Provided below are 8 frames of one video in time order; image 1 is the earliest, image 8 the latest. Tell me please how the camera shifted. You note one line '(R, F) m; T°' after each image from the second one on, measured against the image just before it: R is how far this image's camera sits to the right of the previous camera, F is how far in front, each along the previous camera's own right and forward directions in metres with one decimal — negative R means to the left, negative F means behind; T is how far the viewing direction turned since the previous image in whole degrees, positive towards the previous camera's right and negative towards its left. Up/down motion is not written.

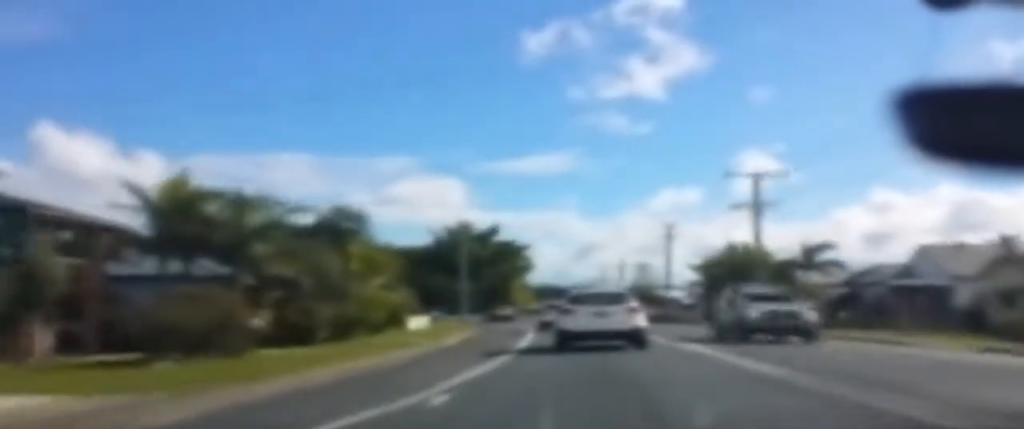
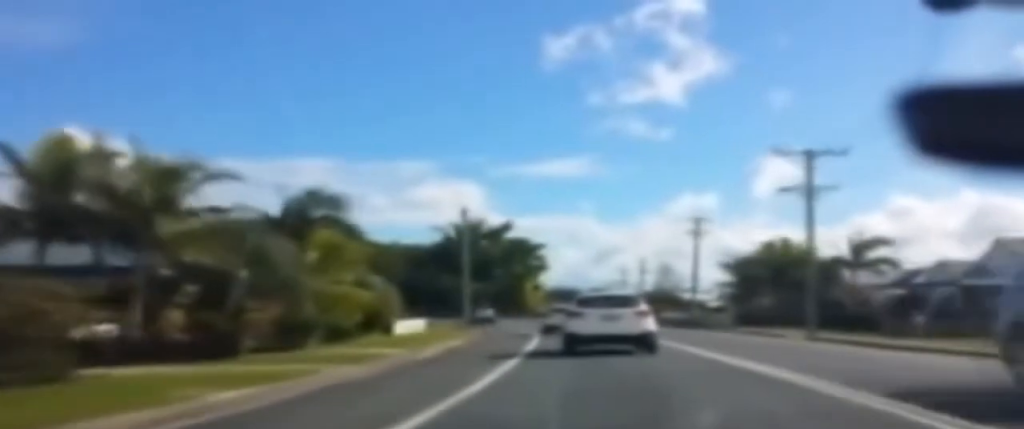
(+0.1, +8.6) m; 0°
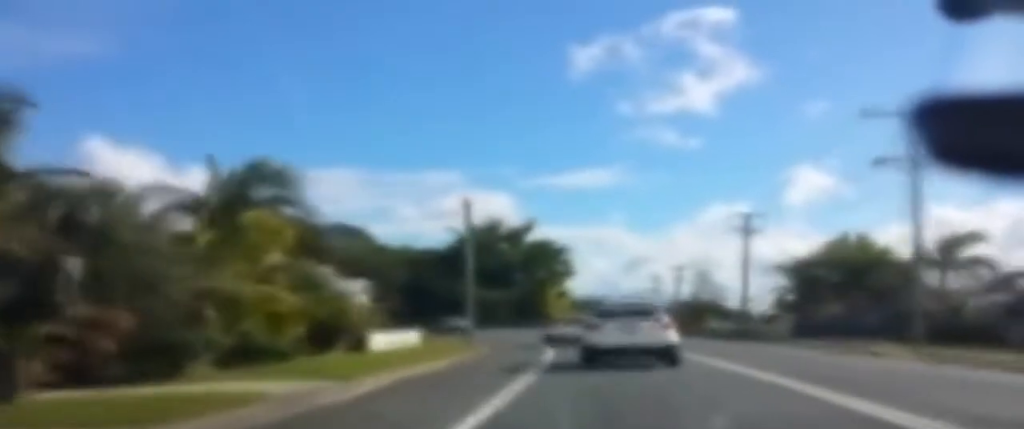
(-0.1, +10.2) m; -1°
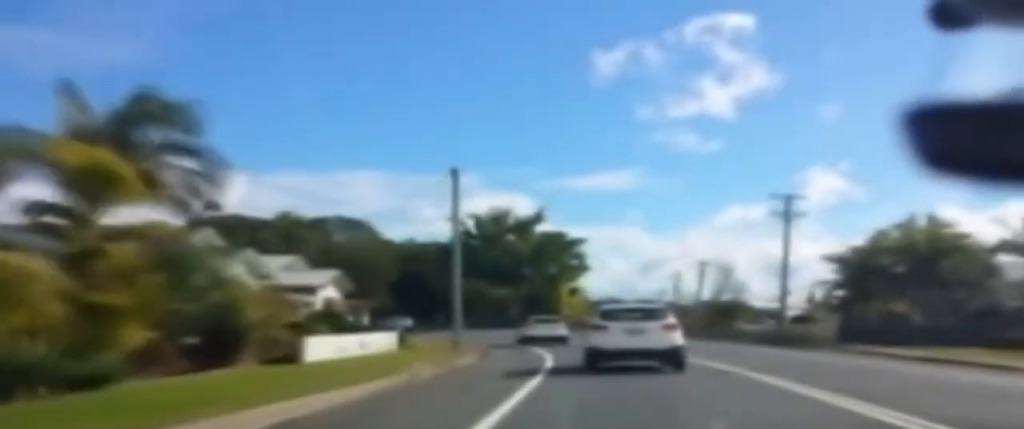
(-0.2, +10.5) m; 0°
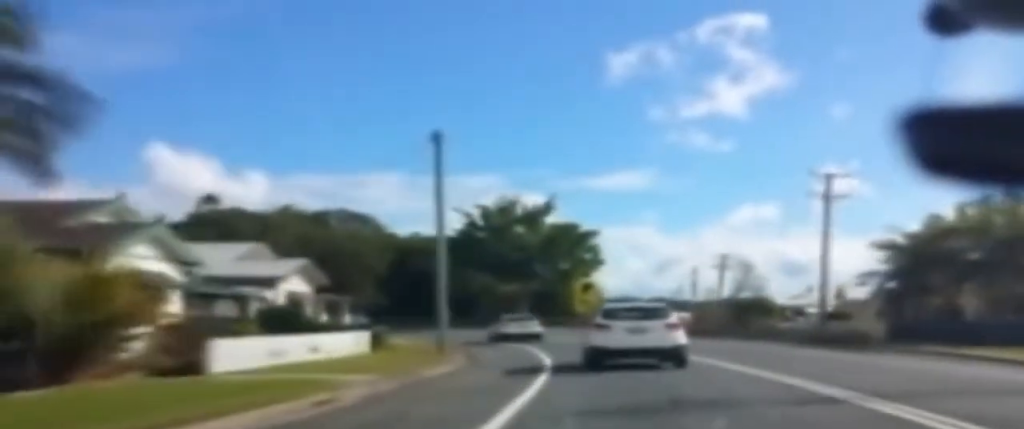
(0.0, +7.6) m; 0°
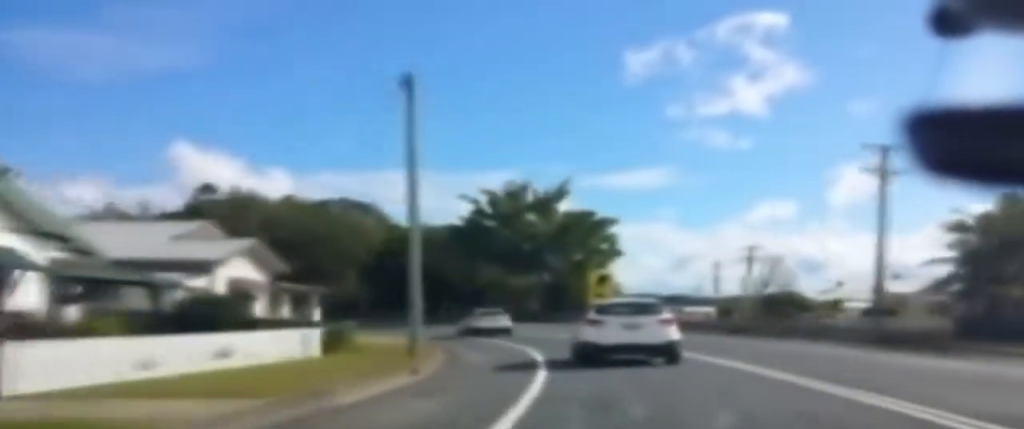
(+0.2, +7.2) m; 0°
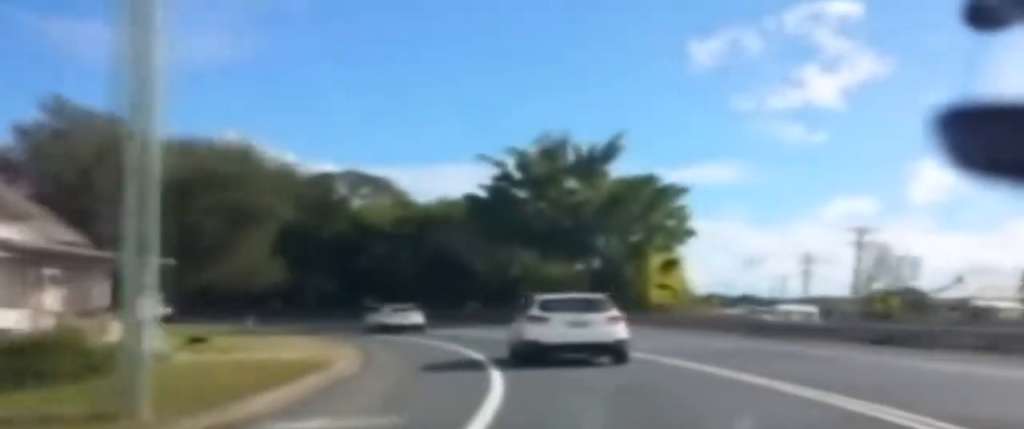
(-0.8, +15.5) m; -5°
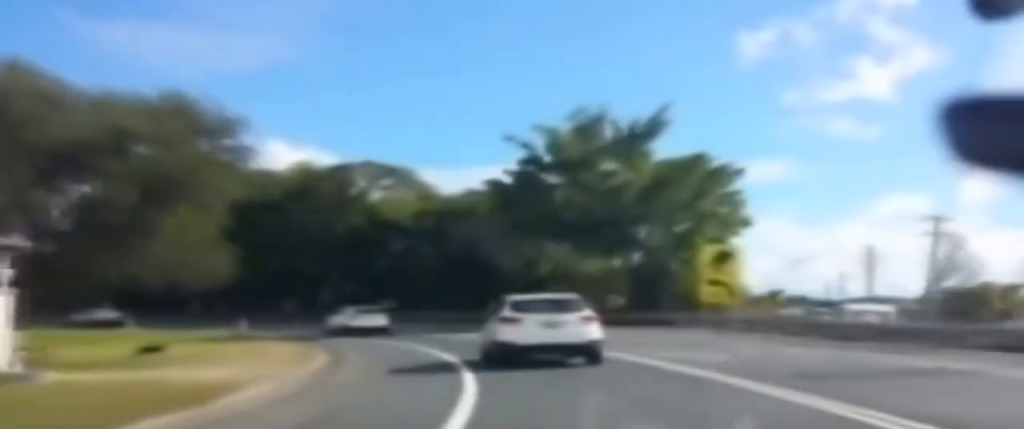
(-0.1, +6.4) m; -2°
